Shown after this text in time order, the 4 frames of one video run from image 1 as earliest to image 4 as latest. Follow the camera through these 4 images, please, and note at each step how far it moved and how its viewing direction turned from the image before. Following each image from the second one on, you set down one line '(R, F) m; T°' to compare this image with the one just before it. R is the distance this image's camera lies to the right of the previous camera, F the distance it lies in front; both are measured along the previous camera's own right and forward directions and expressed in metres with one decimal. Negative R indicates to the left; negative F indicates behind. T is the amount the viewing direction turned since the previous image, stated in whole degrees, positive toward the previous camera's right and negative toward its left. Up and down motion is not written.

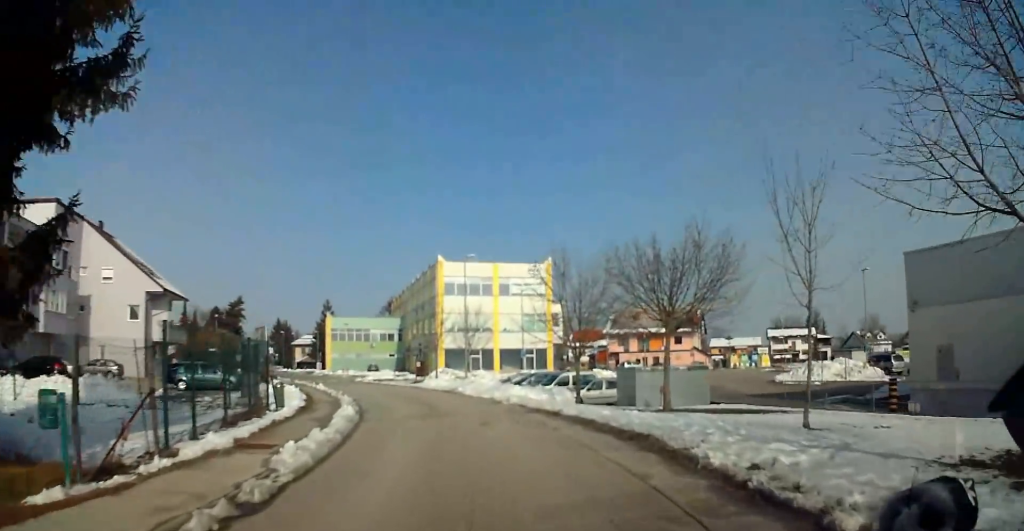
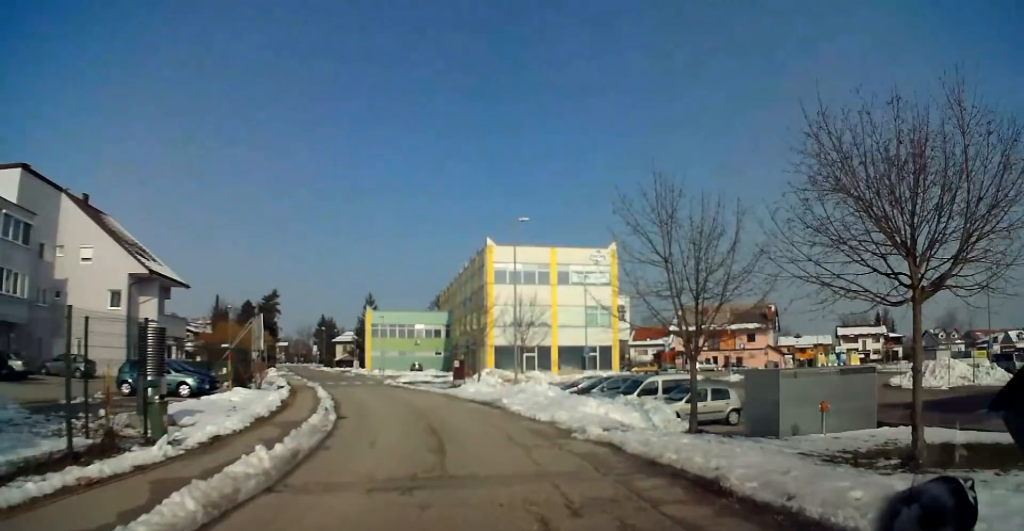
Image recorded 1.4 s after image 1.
(0.0, +10.5) m; 0°
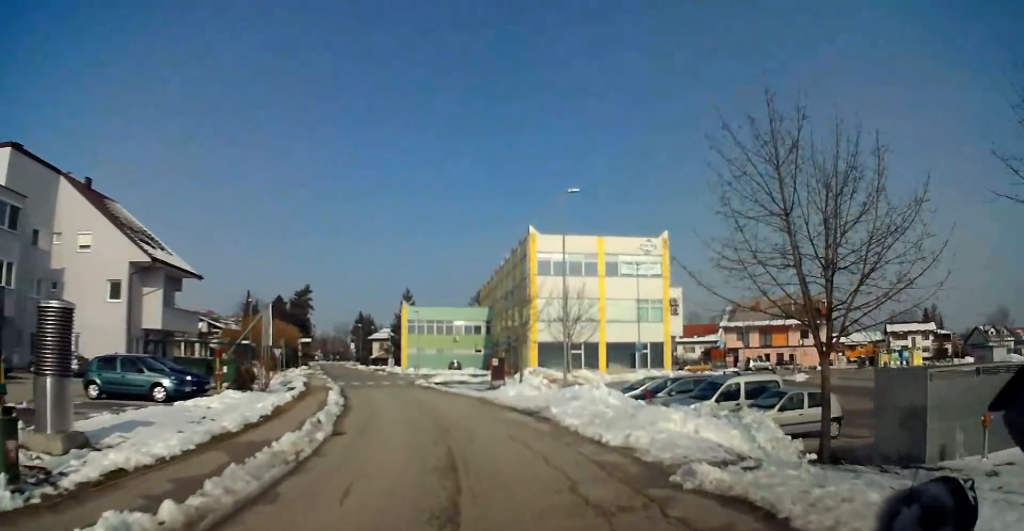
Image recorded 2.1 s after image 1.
(0.0, +5.0) m; -2°
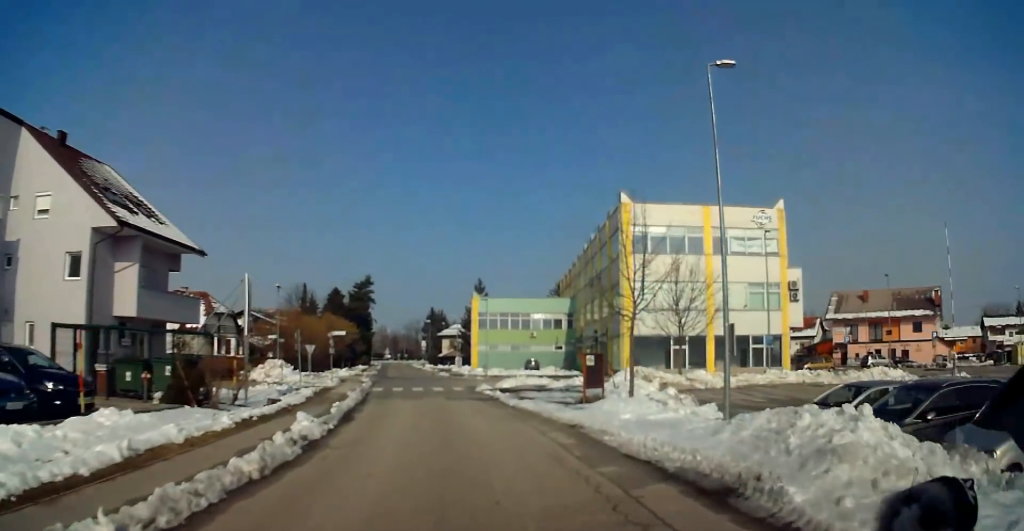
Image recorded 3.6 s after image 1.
(-1.7, +11.4) m; -18°
